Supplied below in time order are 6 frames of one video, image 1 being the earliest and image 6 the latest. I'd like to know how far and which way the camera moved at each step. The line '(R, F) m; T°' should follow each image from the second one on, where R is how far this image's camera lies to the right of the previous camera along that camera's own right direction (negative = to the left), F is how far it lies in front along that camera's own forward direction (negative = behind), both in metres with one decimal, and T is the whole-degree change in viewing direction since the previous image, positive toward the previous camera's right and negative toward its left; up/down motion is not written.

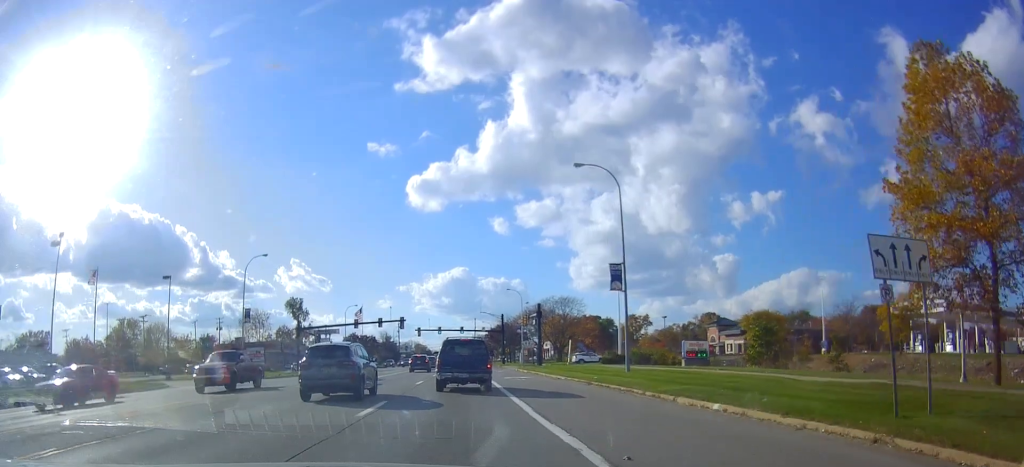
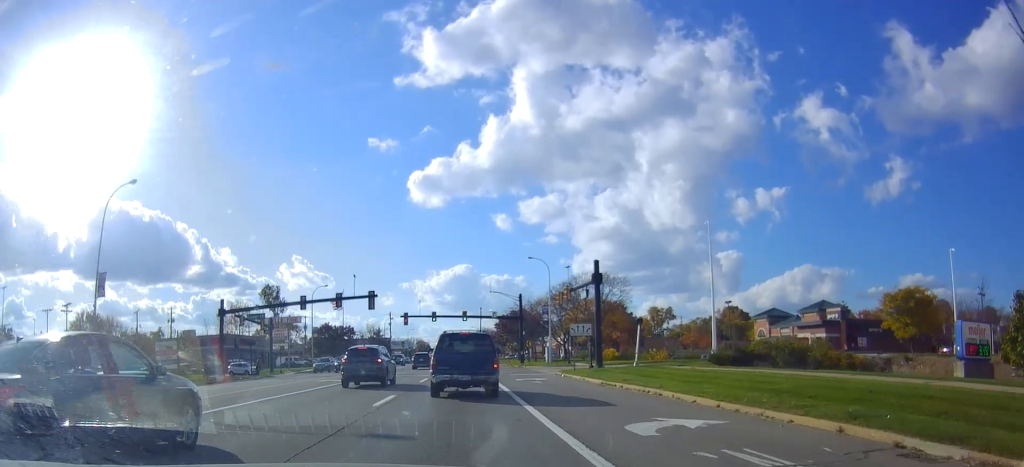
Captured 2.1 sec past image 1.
(0.0, +29.8) m; 0°
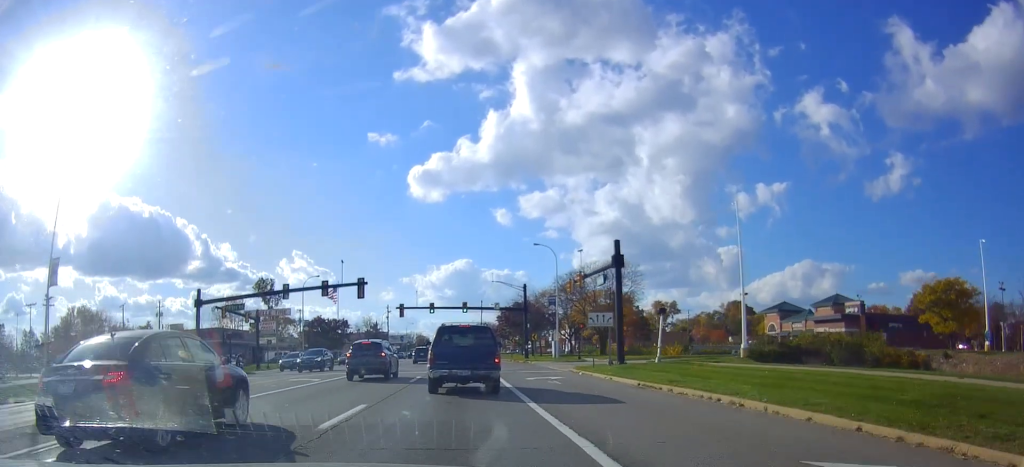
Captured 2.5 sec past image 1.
(0.0, +5.8) m; 0°
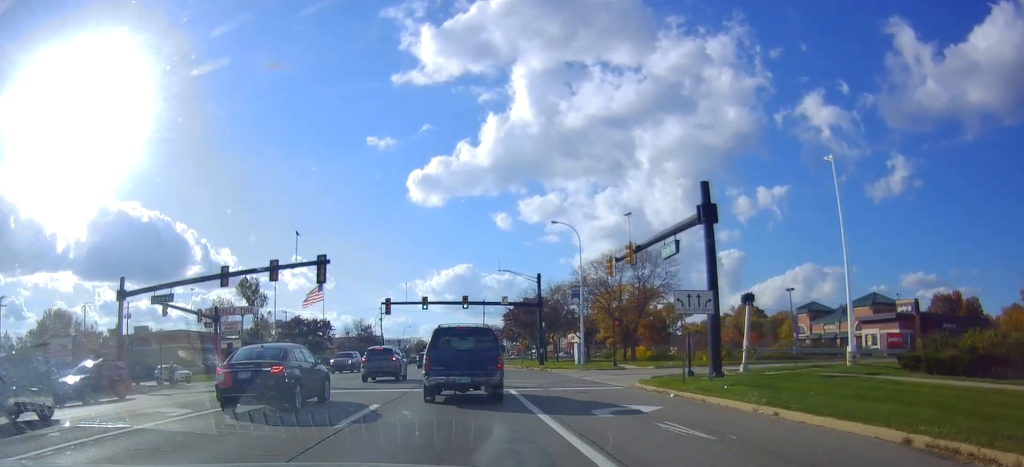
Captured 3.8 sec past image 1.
(0.0, +15.2) m; 0°
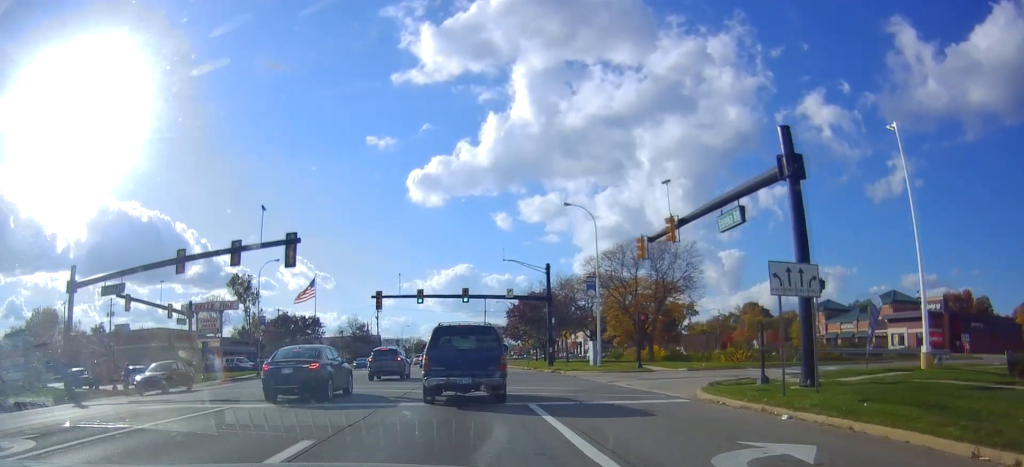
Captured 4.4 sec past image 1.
(0.0, +7.1) m; 0°
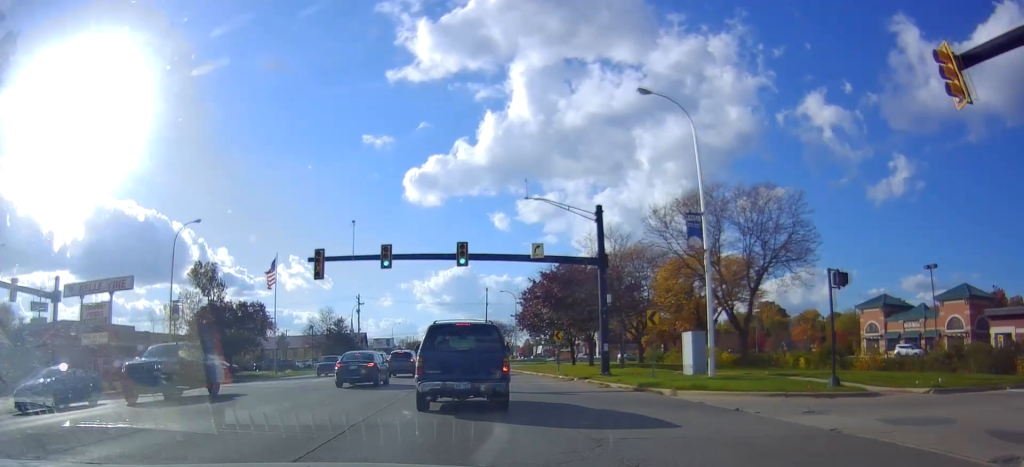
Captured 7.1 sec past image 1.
(0.0, +23.4) m; 0°
